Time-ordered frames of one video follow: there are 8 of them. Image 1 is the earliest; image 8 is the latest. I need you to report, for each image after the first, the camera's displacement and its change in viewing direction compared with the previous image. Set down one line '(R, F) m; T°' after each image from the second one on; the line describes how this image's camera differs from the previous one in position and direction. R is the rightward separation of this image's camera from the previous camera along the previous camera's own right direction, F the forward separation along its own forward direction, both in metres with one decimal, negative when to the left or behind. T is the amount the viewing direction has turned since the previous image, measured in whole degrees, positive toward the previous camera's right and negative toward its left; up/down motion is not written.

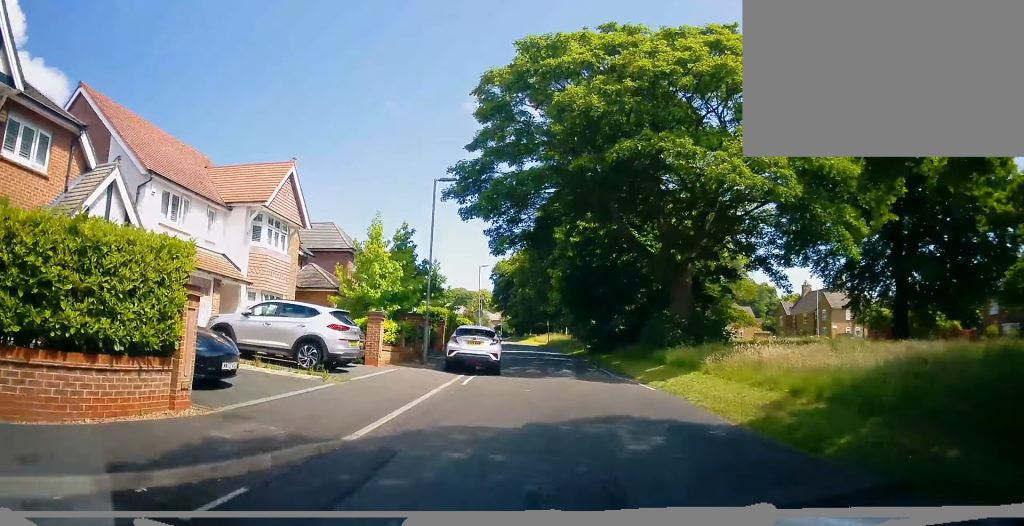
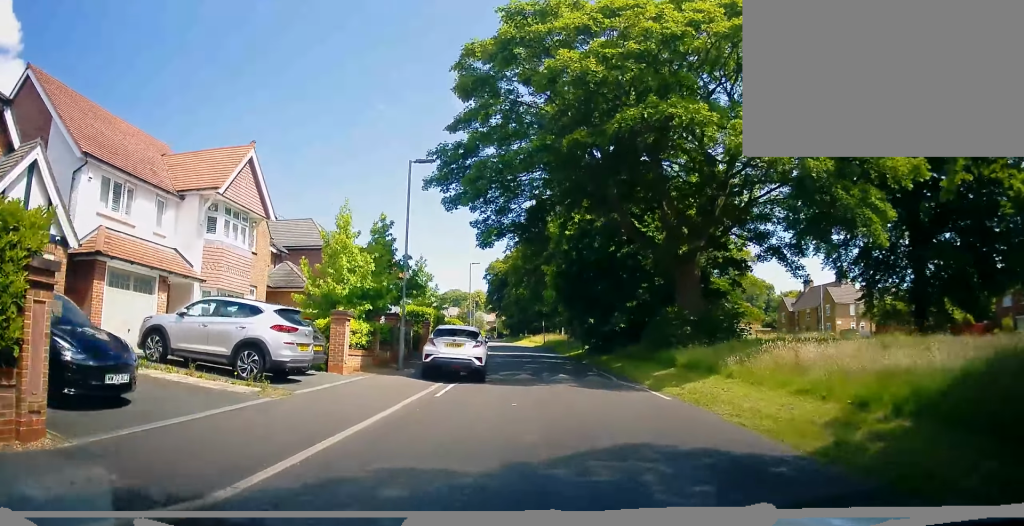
(0.0, +3.2) m; +3°
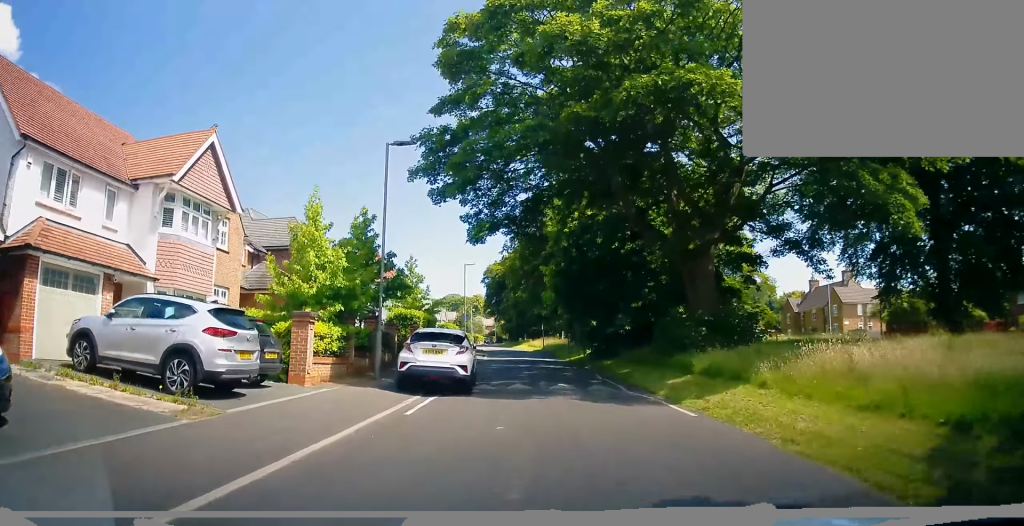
(0.0, +2.6) m; +1°
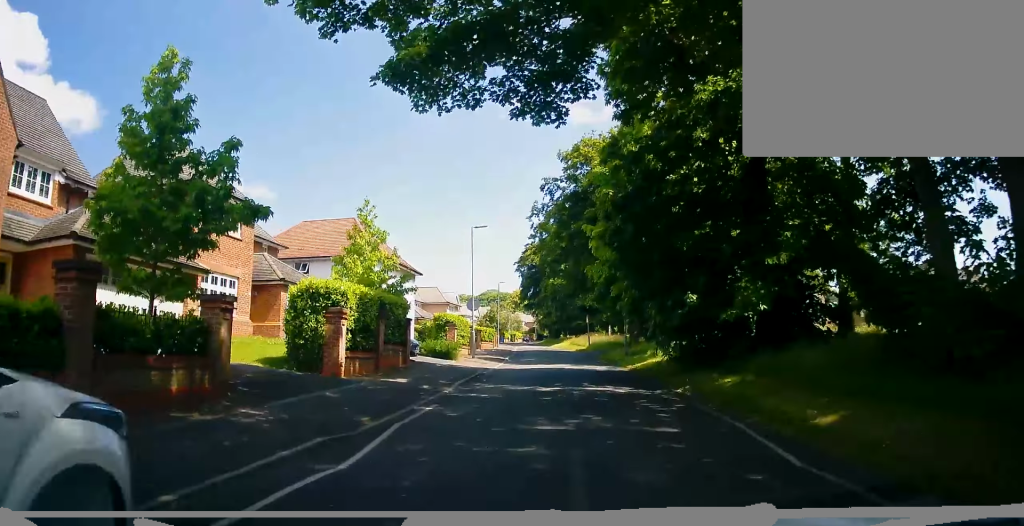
(-2.0, +13.9) m; -15°
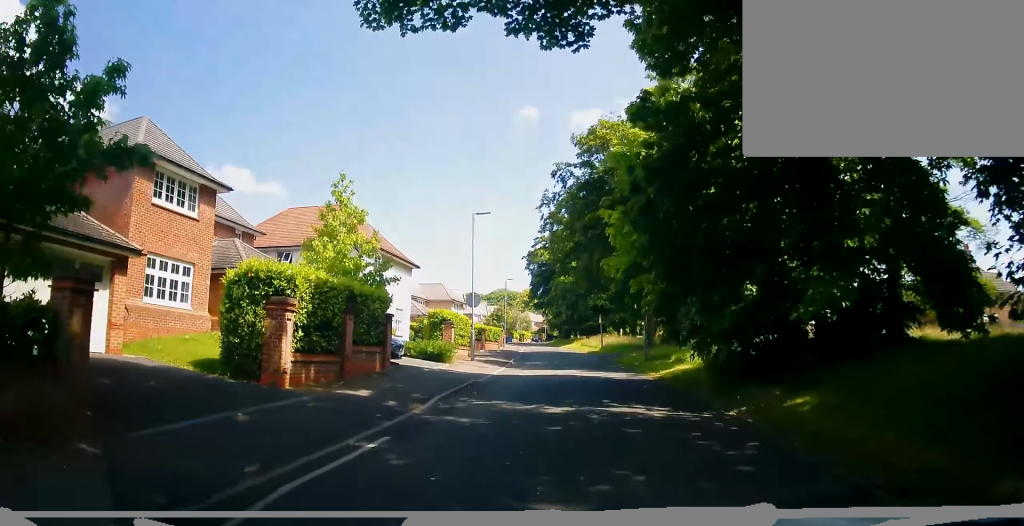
(0.0, +3.9) m; +2°
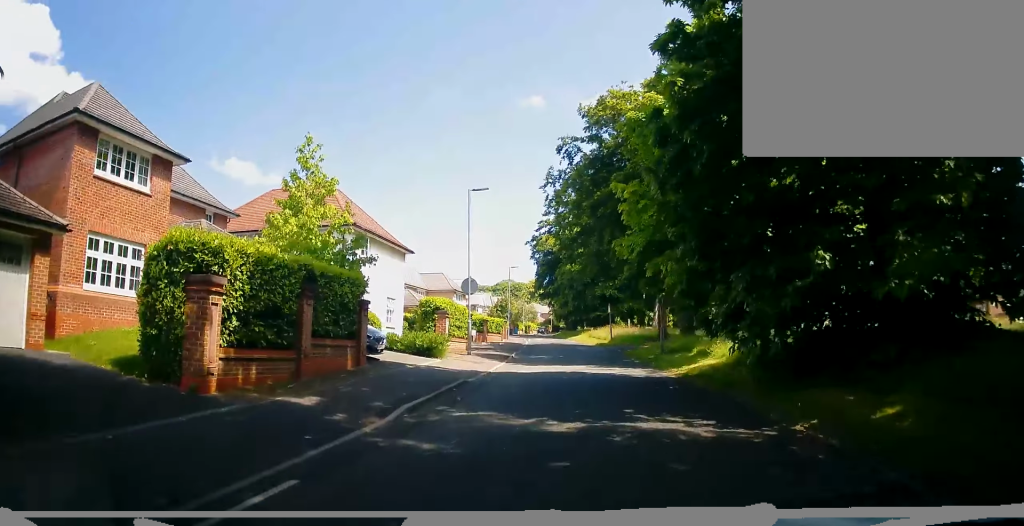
(+0.1, +3.1) m; +3°
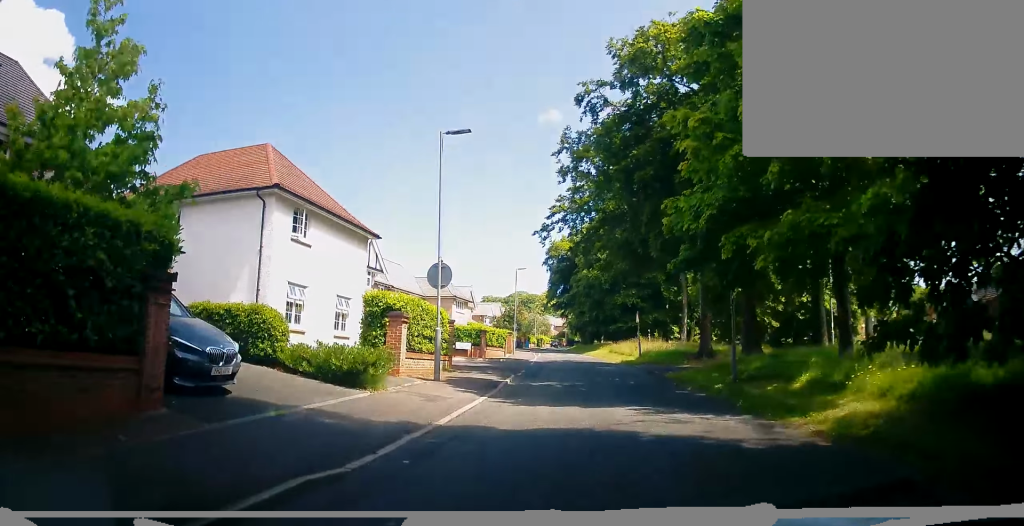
(+0.4, +8.9) m; +1°
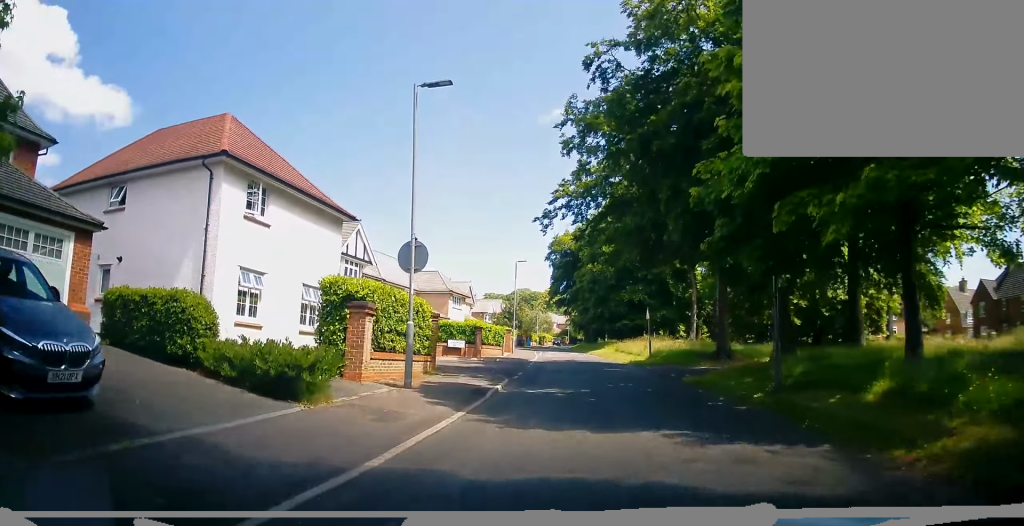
(+0.1, +3.1) m; -2°
